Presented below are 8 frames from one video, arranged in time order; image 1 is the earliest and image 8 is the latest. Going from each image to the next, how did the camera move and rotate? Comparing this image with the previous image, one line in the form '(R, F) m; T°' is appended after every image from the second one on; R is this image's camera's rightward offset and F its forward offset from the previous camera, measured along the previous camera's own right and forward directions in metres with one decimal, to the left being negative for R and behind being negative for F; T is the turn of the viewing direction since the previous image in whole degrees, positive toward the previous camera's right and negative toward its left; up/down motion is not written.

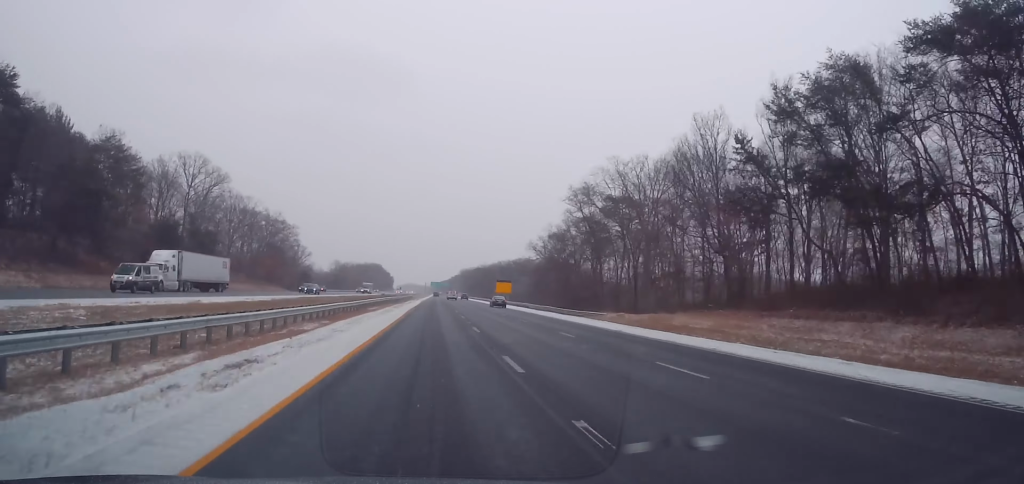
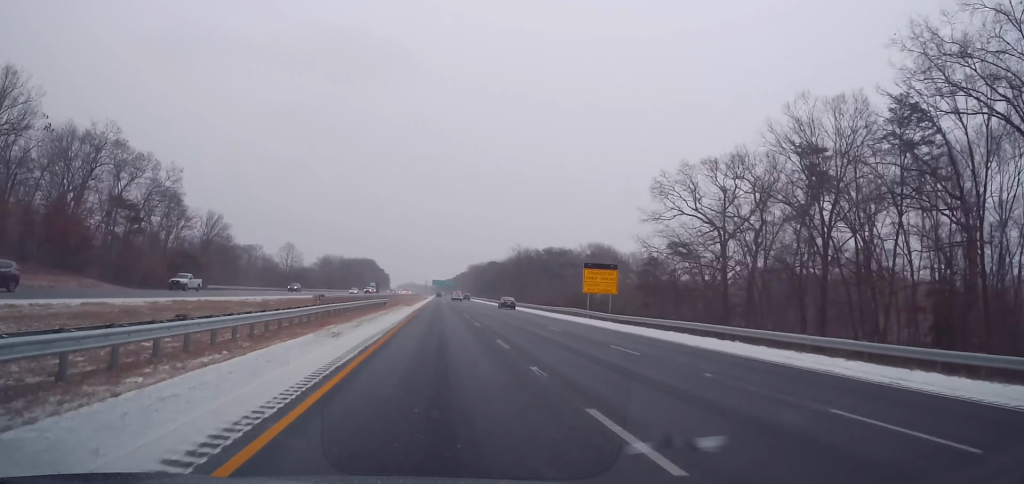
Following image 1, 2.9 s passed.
(+0.6, +90.2) m; 0°
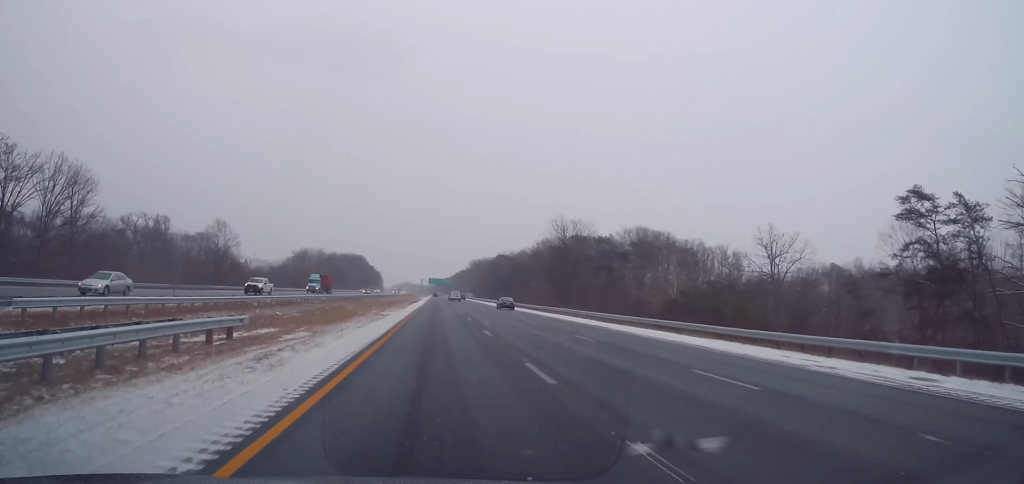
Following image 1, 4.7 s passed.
(-0.3, +55.6) m; 0°
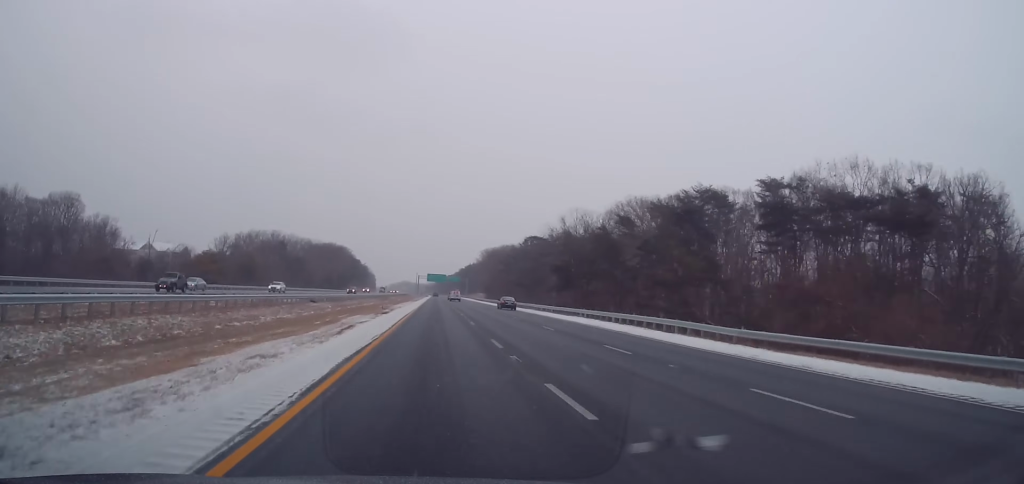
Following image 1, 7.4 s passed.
(+0.5, +86.8) m; +1°
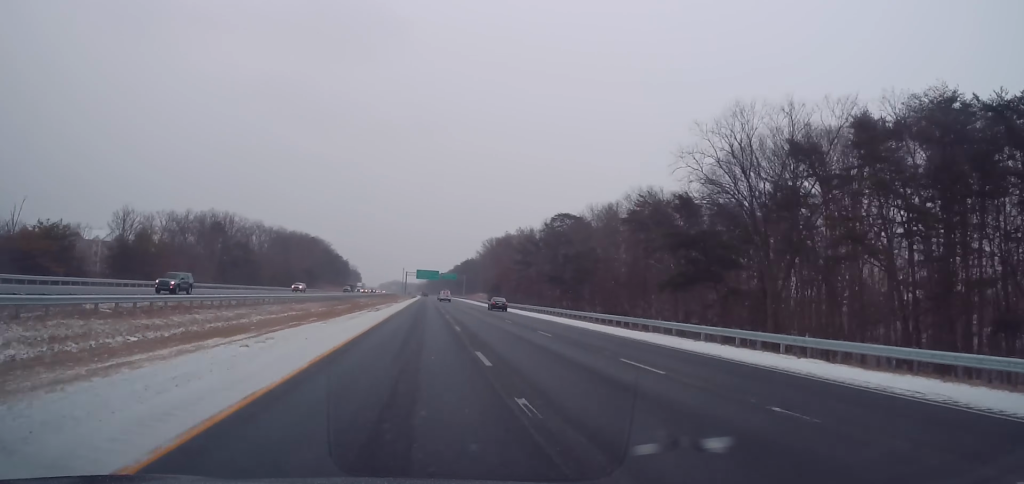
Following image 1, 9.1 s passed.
(+0.3, +53.8) m; 0°
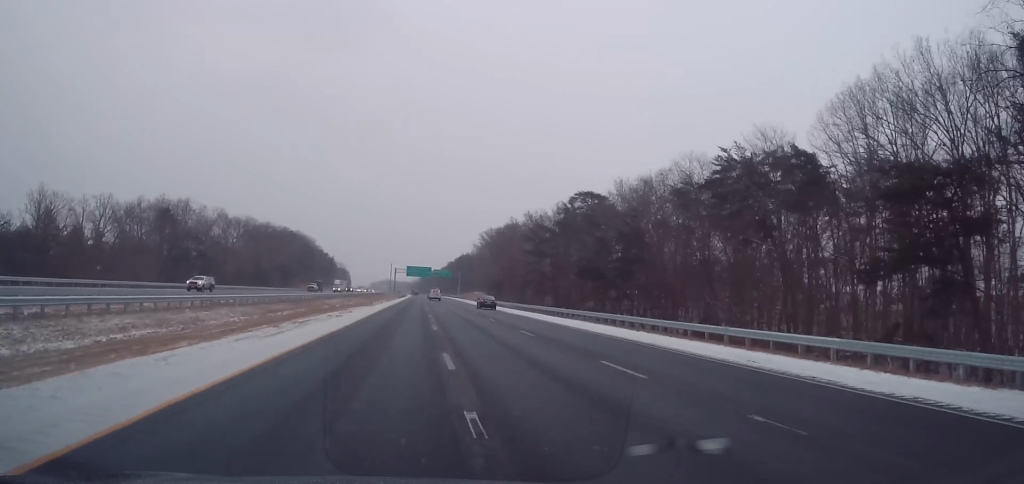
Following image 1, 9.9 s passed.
(+0.5, +25.8) m; 0°
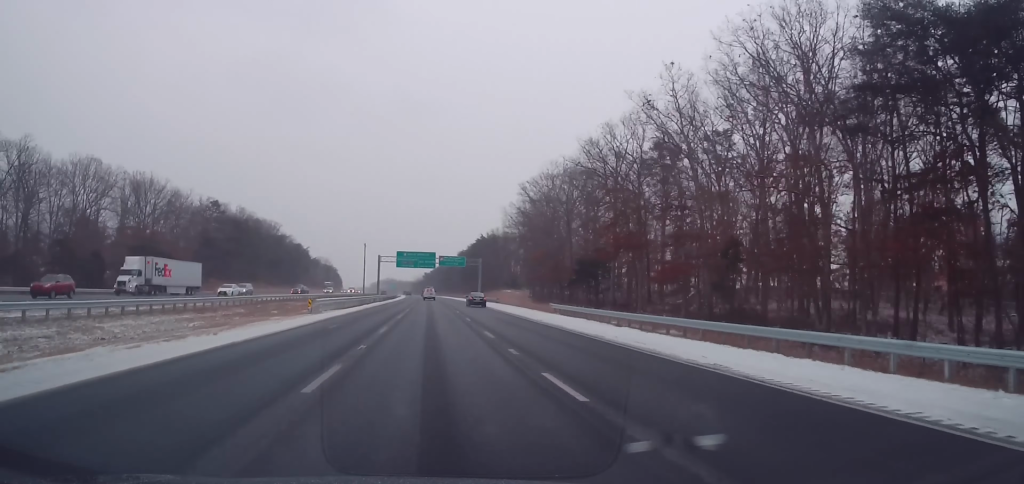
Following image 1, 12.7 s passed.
(-1.1, +88.2) m; -1°
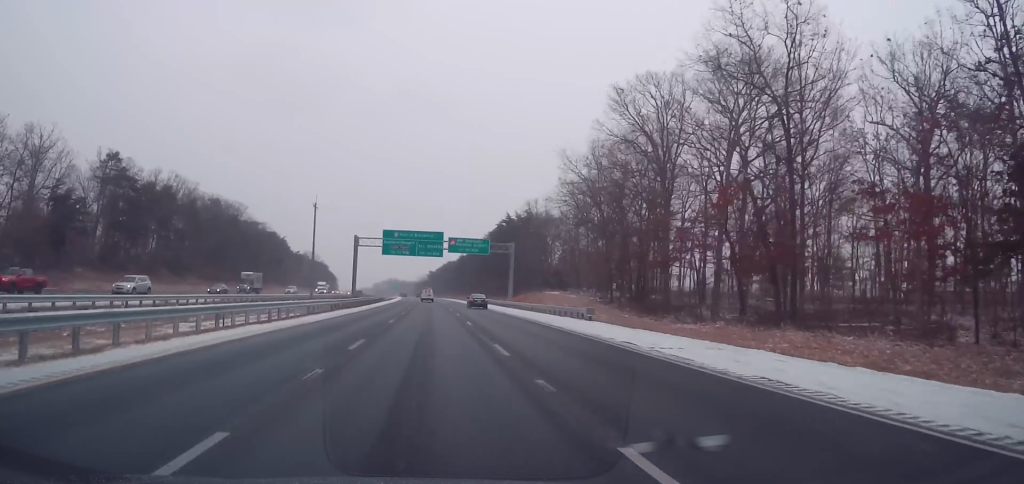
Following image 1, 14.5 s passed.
(-0.3, +56.6) m; 0°
